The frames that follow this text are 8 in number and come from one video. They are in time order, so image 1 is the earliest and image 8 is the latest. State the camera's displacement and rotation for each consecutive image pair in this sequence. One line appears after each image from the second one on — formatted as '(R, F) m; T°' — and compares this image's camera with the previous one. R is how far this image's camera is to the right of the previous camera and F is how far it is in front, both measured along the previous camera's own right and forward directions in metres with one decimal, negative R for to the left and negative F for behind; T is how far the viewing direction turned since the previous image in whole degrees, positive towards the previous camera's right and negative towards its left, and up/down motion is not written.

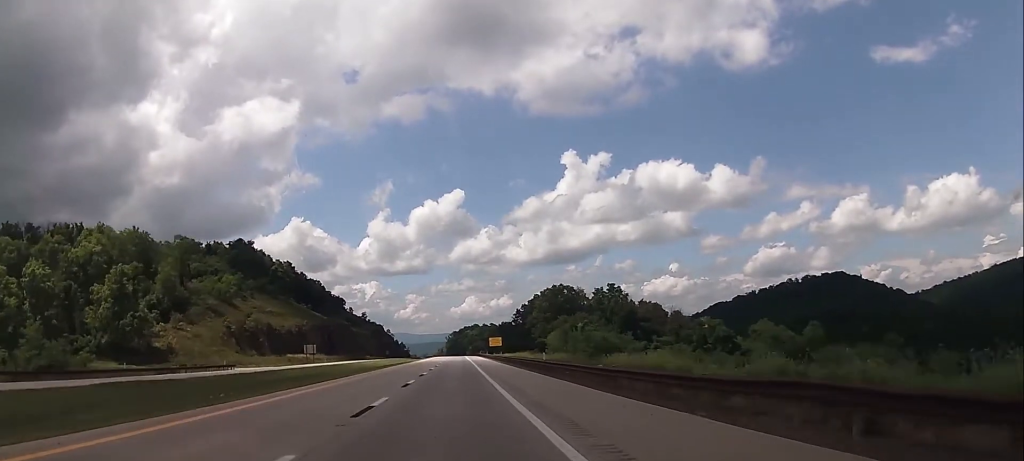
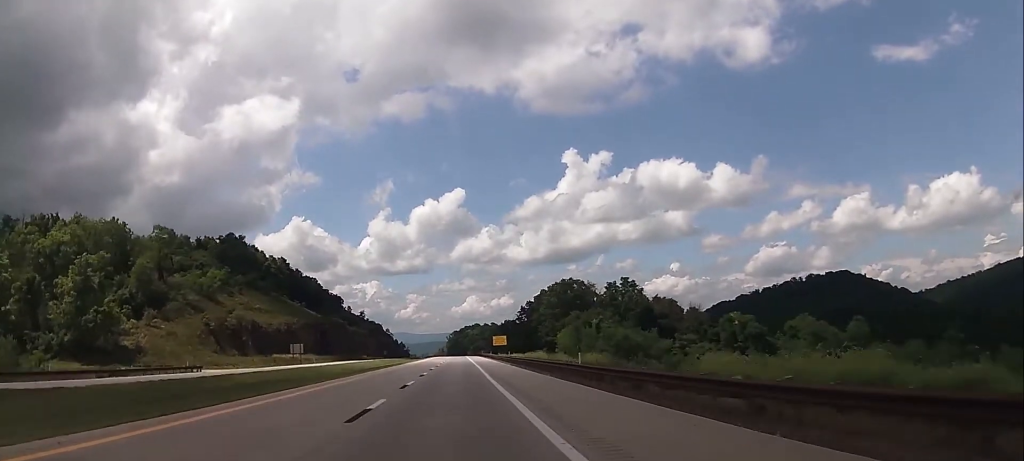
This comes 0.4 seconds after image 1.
(0.0, +13.2) m; 0°
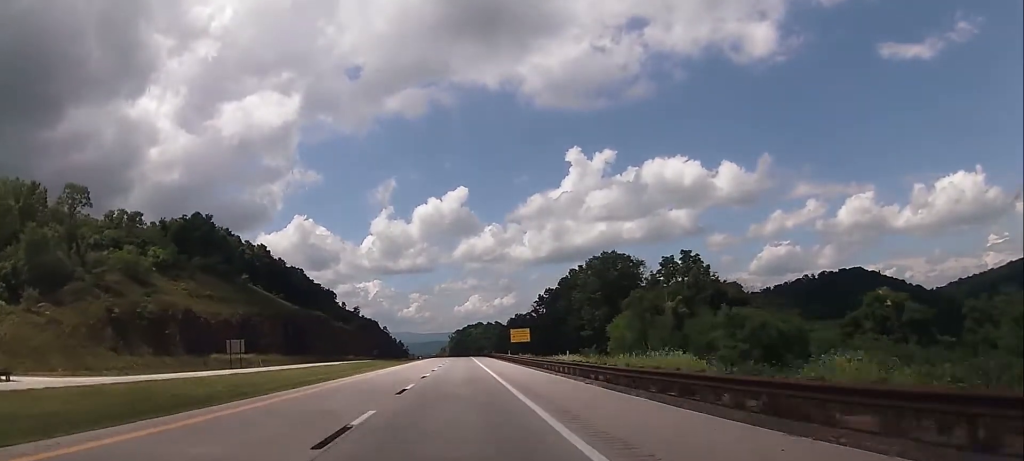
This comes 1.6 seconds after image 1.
(0.0, +40.7) m; 0°
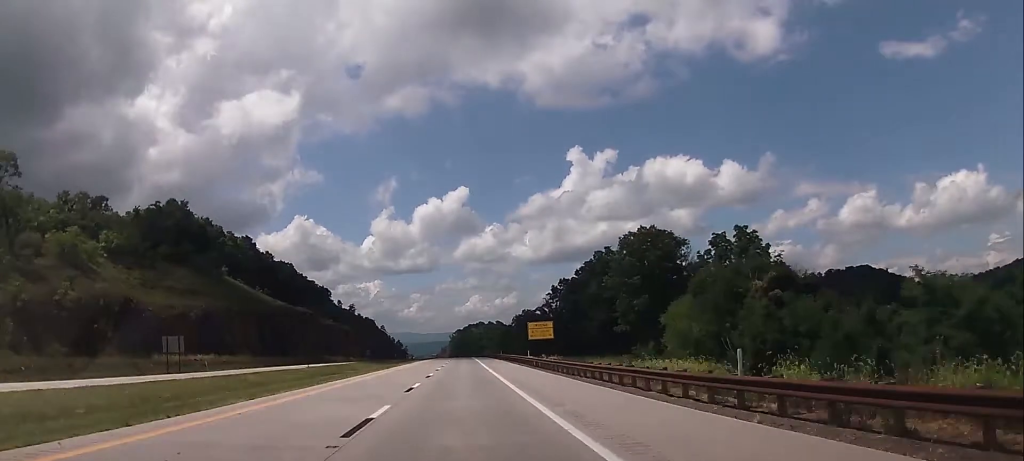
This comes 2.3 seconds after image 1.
(0.0, +23.1) m; 0°
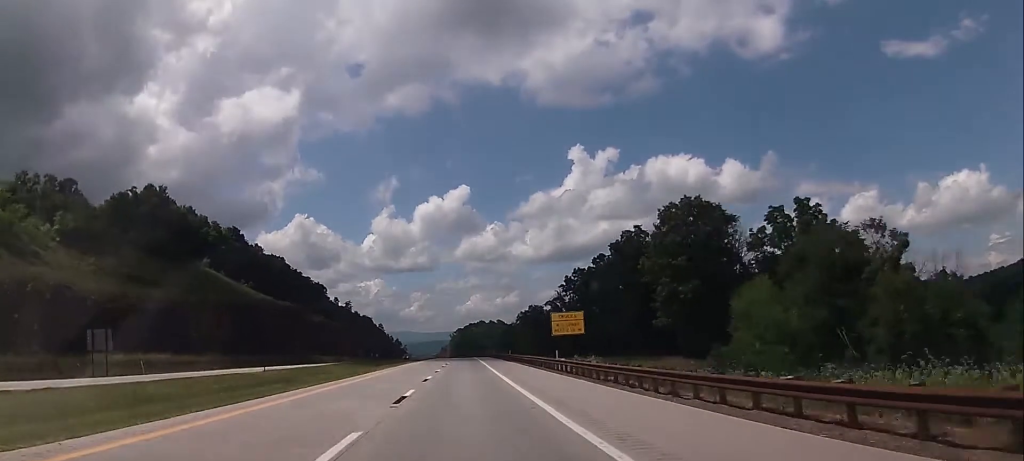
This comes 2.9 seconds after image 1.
(0.0, +17.6) m; 0°
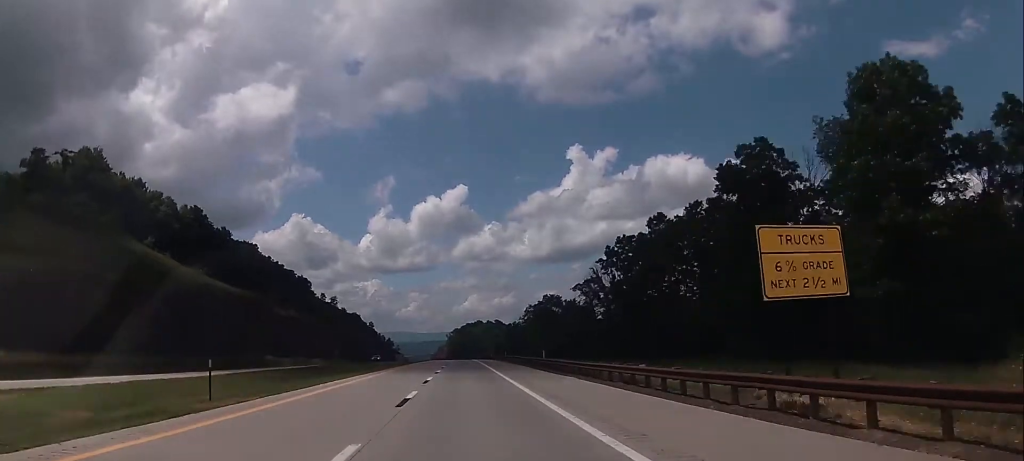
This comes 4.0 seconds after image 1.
(0.0, +38.6) m; 0°
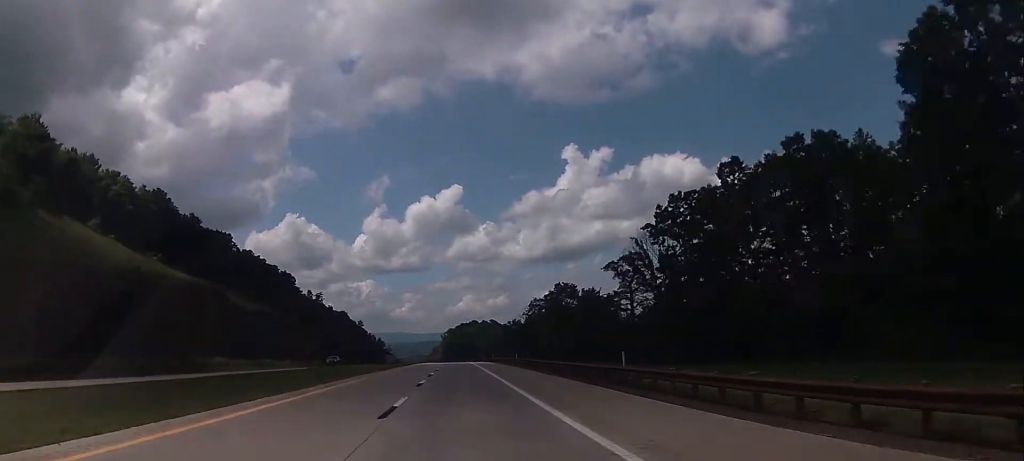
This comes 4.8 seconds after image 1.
(0.0, +26.4) m; 0°
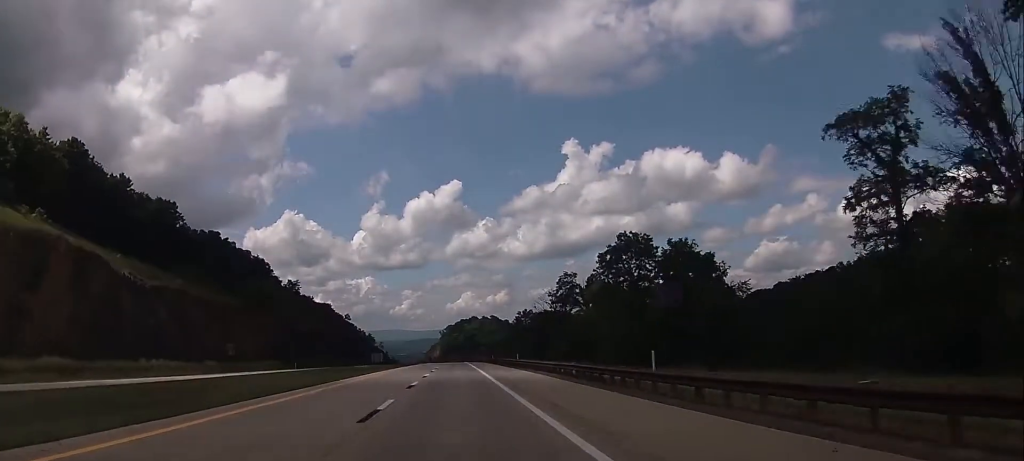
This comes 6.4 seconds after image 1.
(0.0, +50.5) m; +1°
